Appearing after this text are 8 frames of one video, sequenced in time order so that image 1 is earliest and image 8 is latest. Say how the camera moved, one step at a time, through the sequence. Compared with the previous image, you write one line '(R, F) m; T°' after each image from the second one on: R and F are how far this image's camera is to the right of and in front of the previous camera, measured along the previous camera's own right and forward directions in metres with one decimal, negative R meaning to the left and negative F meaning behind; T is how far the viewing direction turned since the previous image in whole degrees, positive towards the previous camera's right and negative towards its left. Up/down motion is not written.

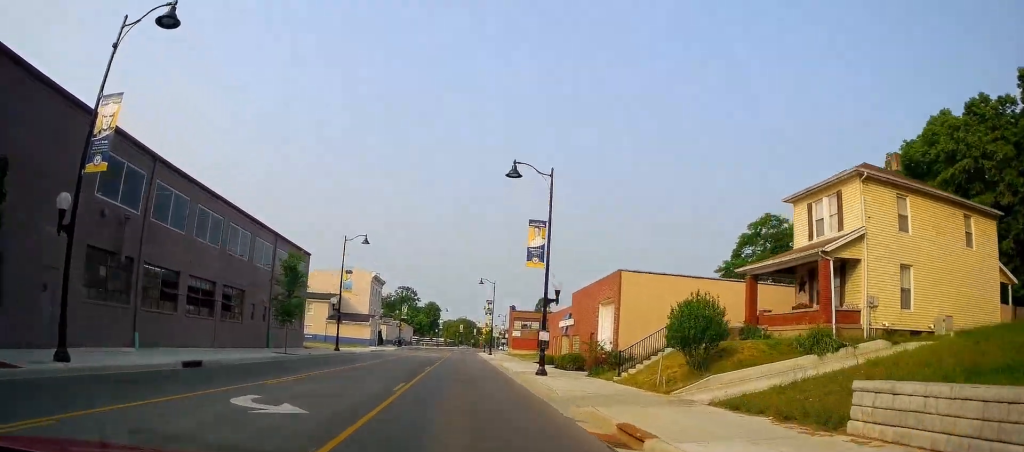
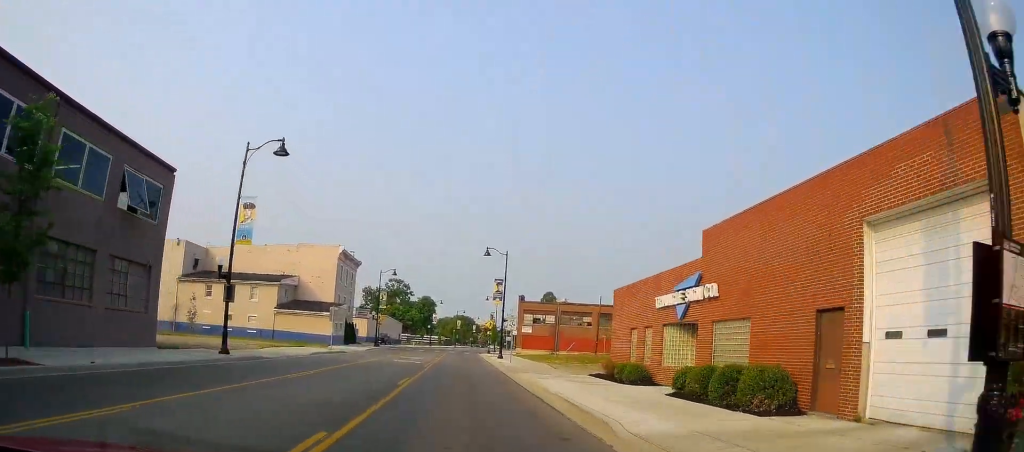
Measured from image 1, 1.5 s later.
(0.0, +22.2) m; -1°
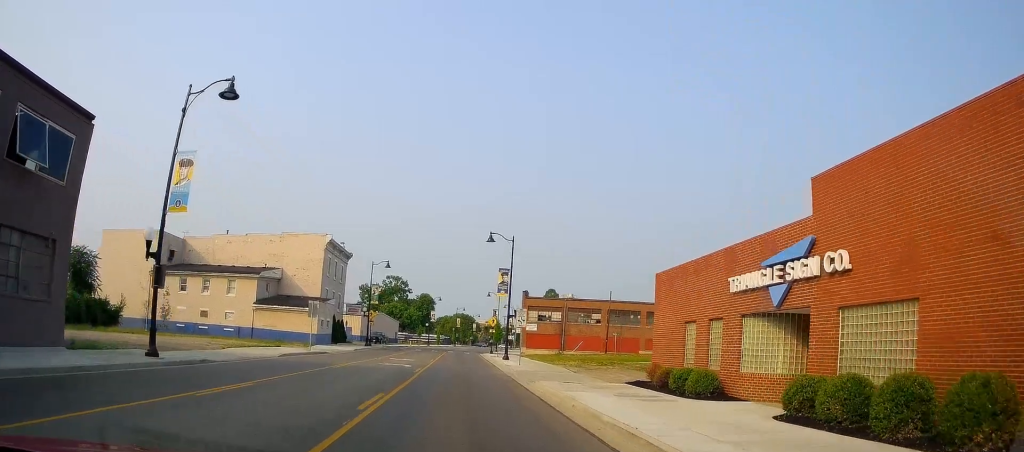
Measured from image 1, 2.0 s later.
(+0.1, +6.3) m; -1°
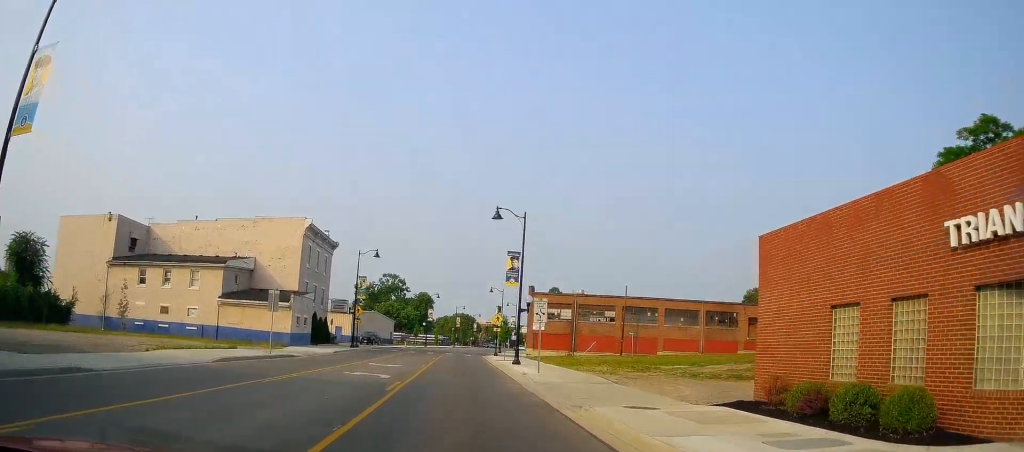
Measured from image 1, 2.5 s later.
(-0.2, +8.2) m; +1°
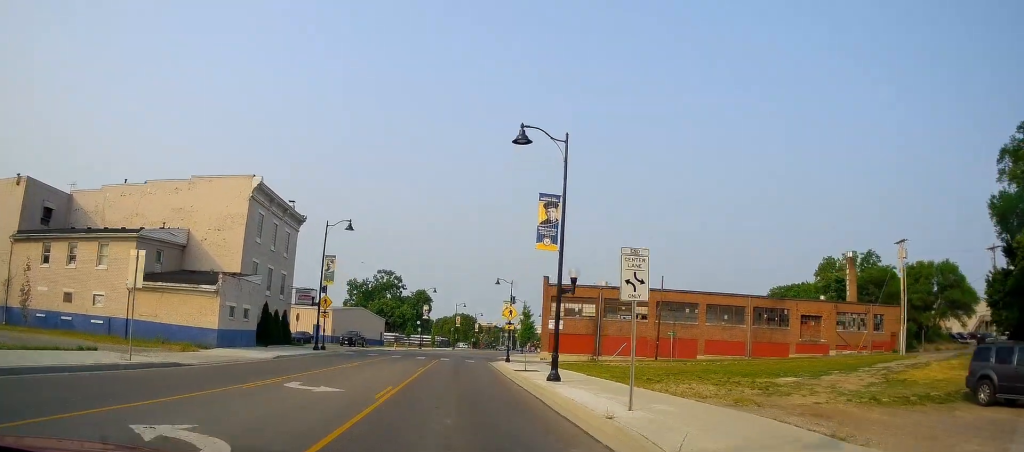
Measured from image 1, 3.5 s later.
(+0.2, +14.0) m; +1°
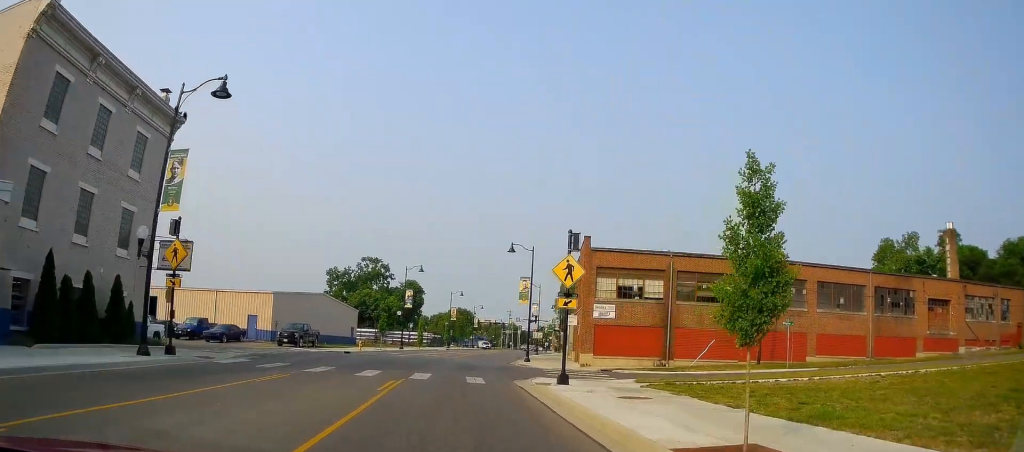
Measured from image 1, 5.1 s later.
(-0.2, +23.4) m; +1°
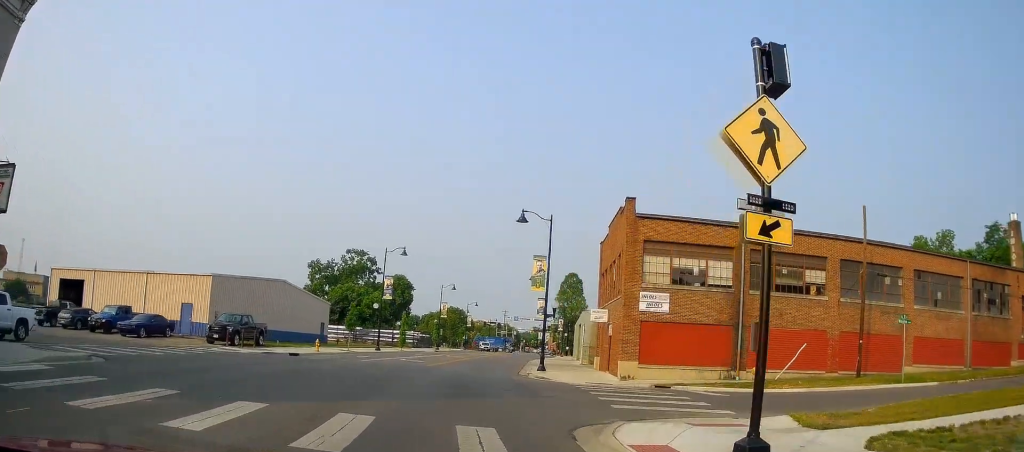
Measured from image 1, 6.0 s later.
(+0.8, +12.5) m; +1°
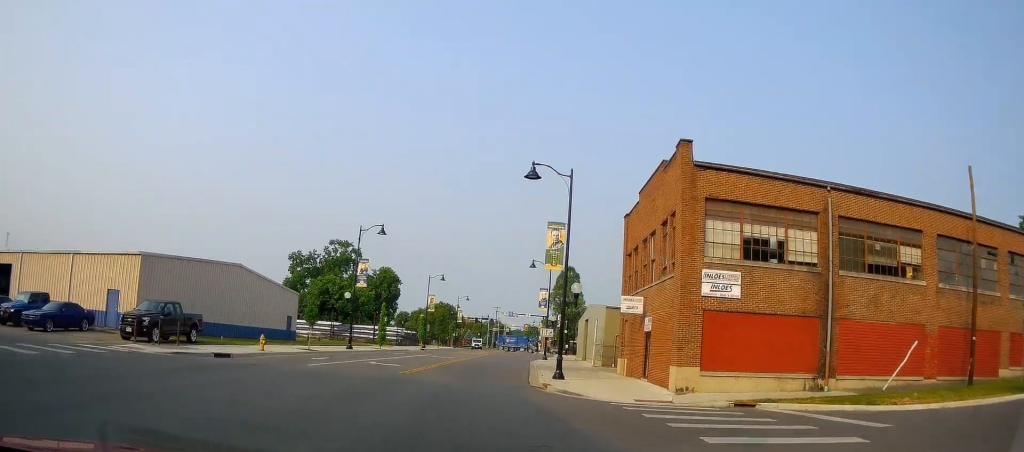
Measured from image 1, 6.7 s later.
(-0.4, +9.0) m; 0°
